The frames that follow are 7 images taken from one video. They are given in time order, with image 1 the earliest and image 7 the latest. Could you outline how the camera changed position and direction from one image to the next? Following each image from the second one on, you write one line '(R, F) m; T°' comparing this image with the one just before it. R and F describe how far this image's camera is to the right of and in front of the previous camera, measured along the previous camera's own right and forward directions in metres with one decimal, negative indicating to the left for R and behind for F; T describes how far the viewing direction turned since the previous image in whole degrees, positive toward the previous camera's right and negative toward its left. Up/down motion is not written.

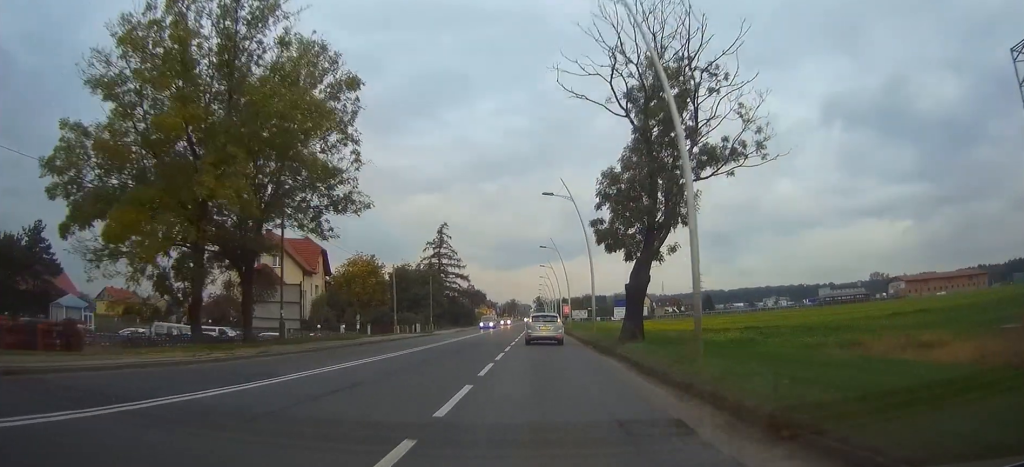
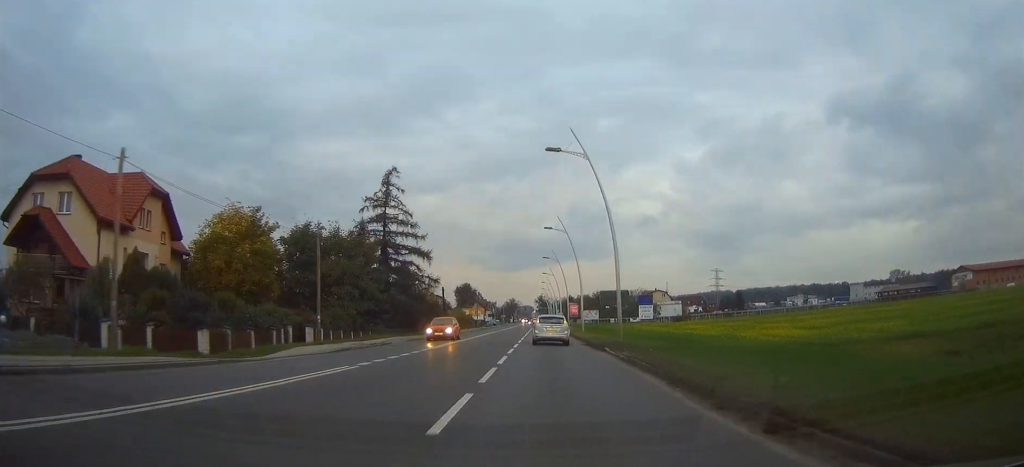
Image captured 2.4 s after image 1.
(-0.1, +42.2) m; -1°
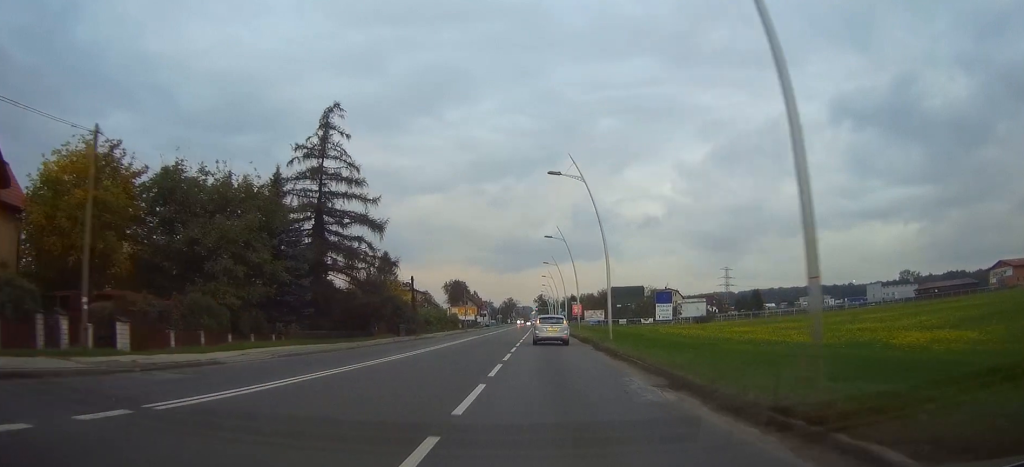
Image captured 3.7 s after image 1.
(-0.2, +21.7) m; 0°
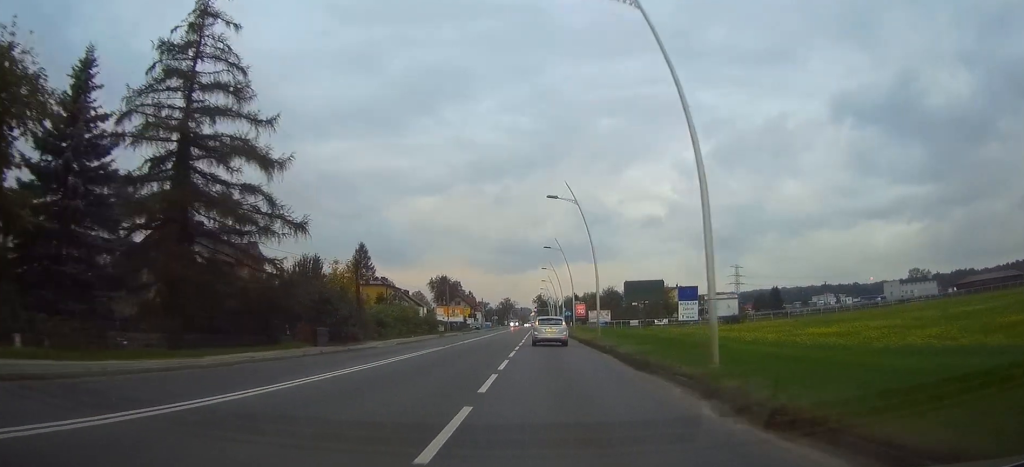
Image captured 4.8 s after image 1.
(+0.1, +20.1) m; 0°
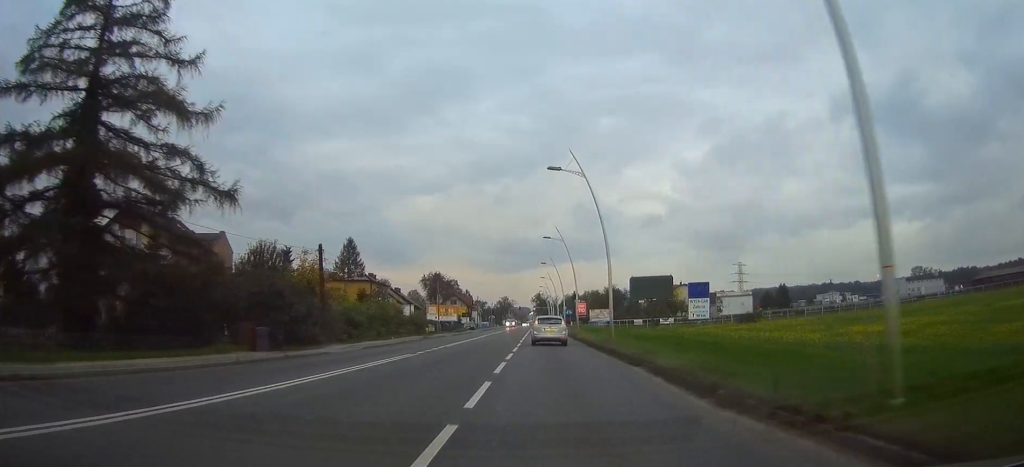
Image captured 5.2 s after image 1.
(0.0, +7.7) m; 0°
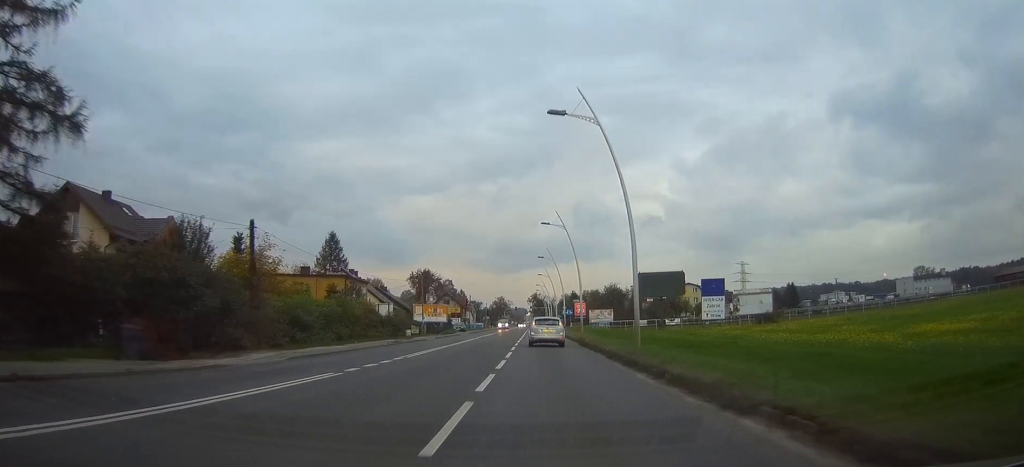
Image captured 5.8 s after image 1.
(0.0, +9.6) m; 0°
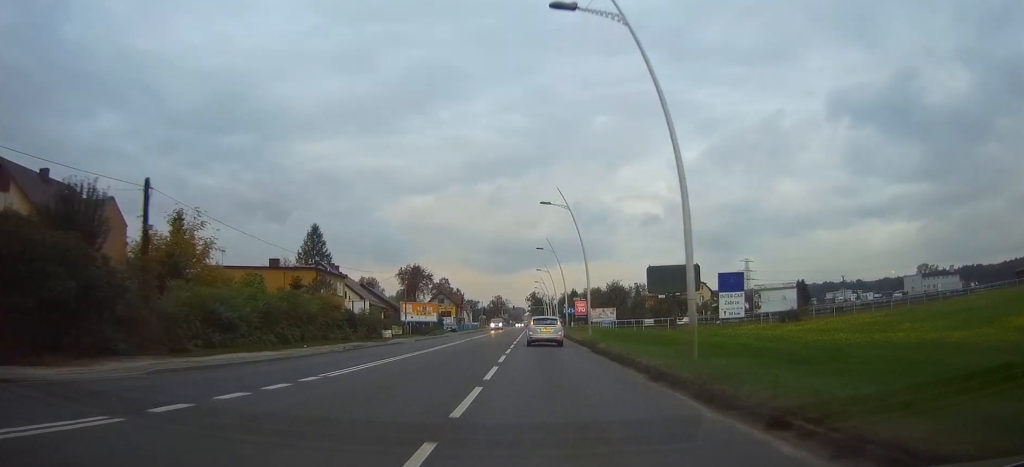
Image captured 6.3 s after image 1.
(0.0, +9.0) m; 0°
